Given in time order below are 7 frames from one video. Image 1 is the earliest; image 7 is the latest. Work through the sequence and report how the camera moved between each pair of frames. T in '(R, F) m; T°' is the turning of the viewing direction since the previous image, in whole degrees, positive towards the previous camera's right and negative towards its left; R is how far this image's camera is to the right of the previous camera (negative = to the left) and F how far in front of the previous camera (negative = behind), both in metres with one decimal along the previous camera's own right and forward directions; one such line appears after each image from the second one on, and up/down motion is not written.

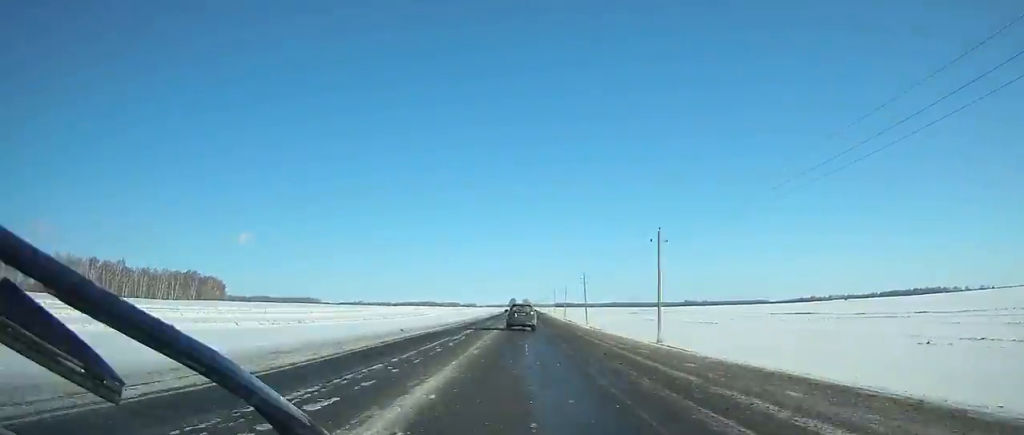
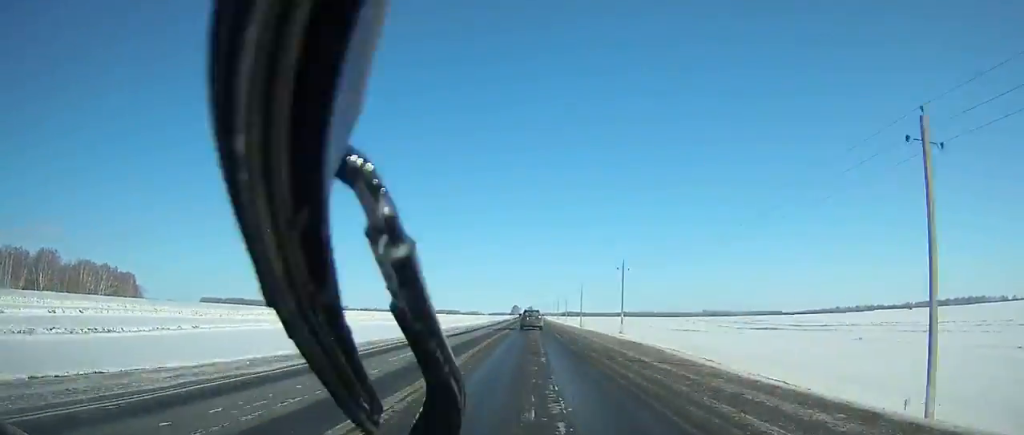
(-1.2, +147.9) m; 0°
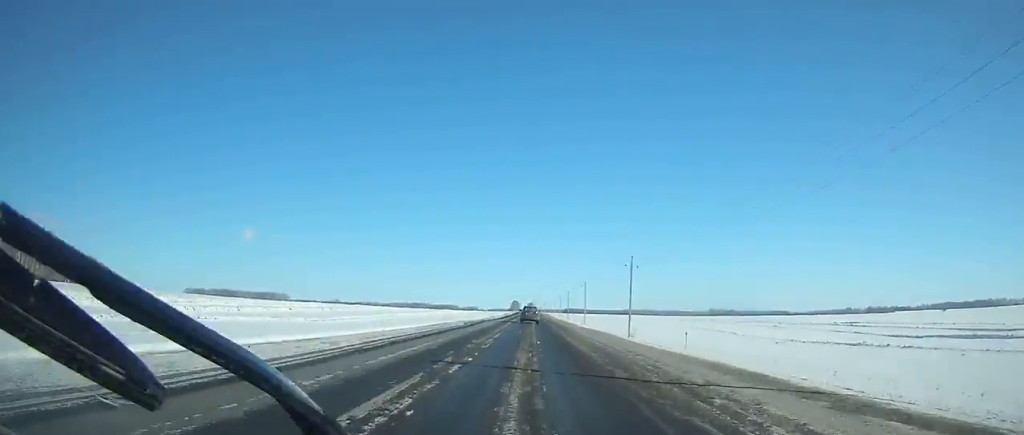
(+0.2, +66.0) m; 0°
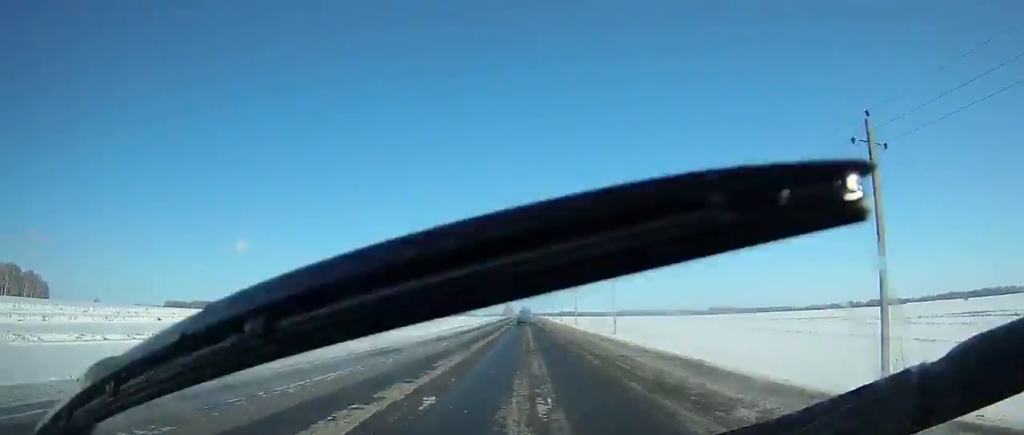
(0.0, +50.0) m; 0°
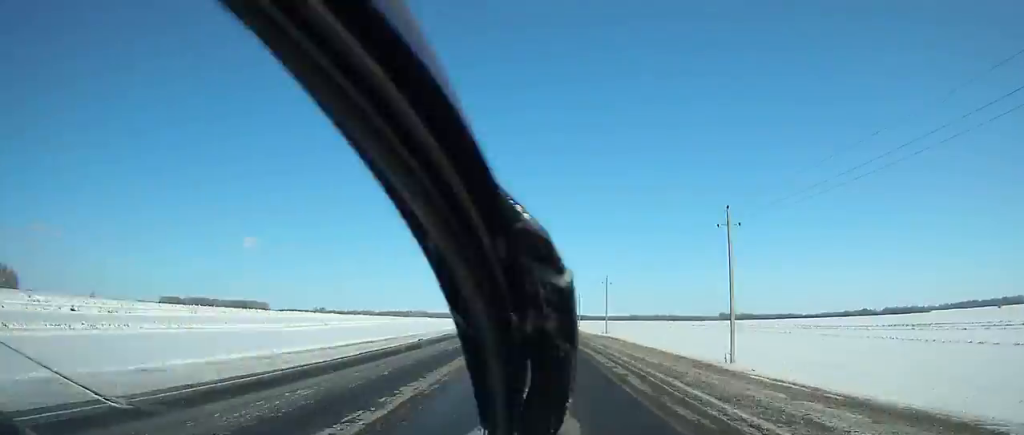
(+0.1, +42.2) m; 0°
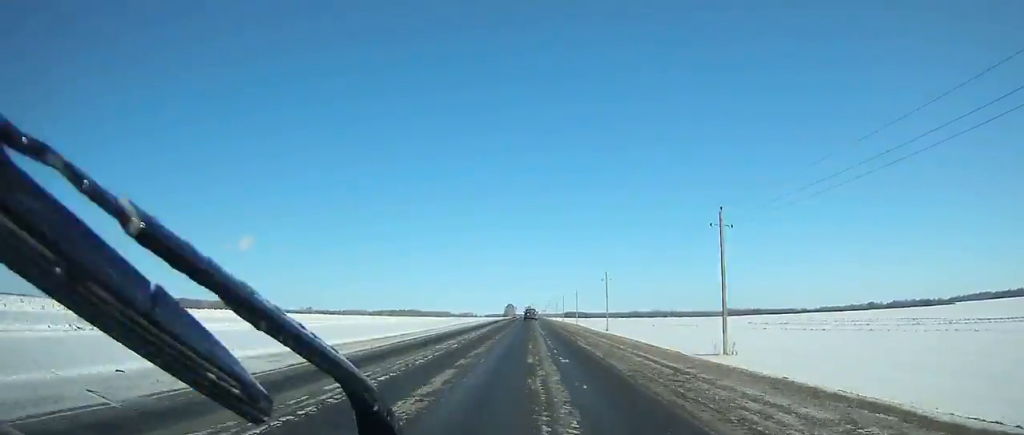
(0.0, +56.6) m; 0°
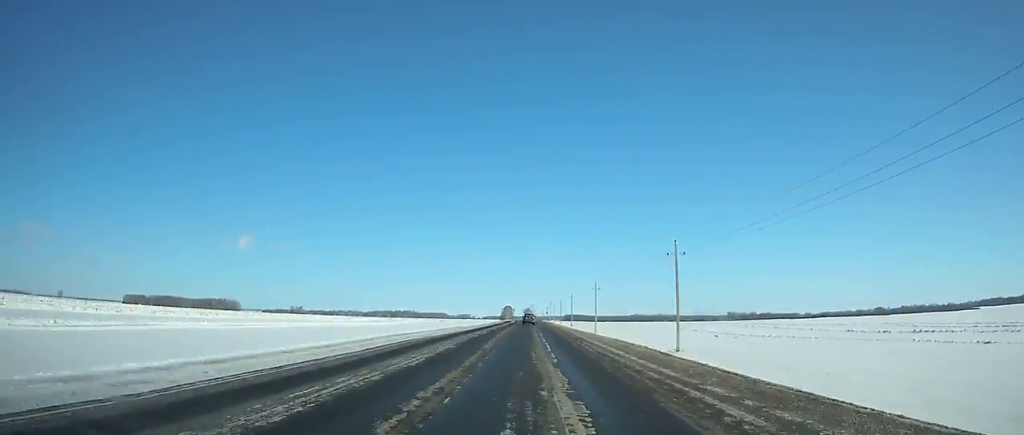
(-0.1, +44.8) m; 0°
